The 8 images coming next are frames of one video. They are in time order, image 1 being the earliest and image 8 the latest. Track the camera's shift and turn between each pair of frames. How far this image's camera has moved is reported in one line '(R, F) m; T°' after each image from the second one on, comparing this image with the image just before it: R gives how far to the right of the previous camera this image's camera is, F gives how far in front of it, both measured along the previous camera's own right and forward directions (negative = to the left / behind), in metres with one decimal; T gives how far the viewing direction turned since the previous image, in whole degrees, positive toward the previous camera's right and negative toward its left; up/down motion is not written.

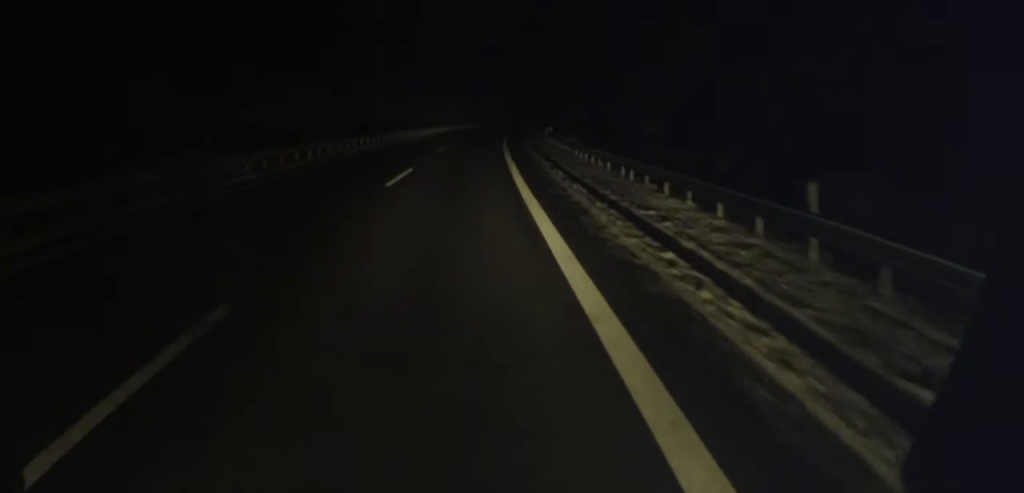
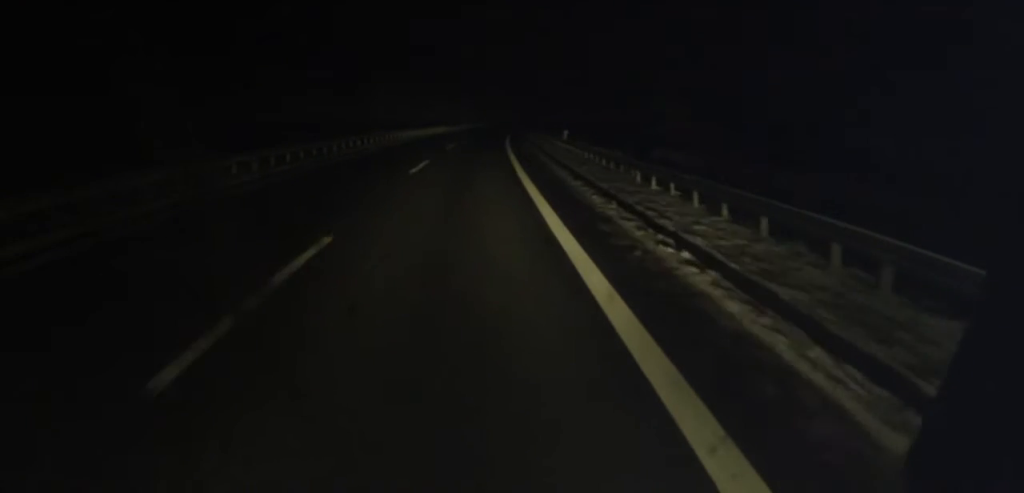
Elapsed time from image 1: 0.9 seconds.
(-0.1, +14.1) m; +1°
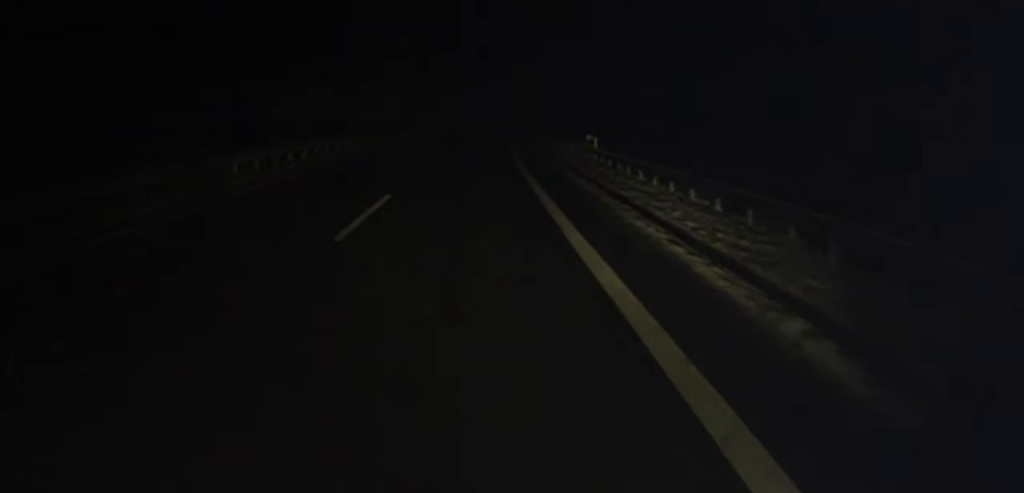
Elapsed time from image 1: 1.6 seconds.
(+0.1, +12.3) m; +2°
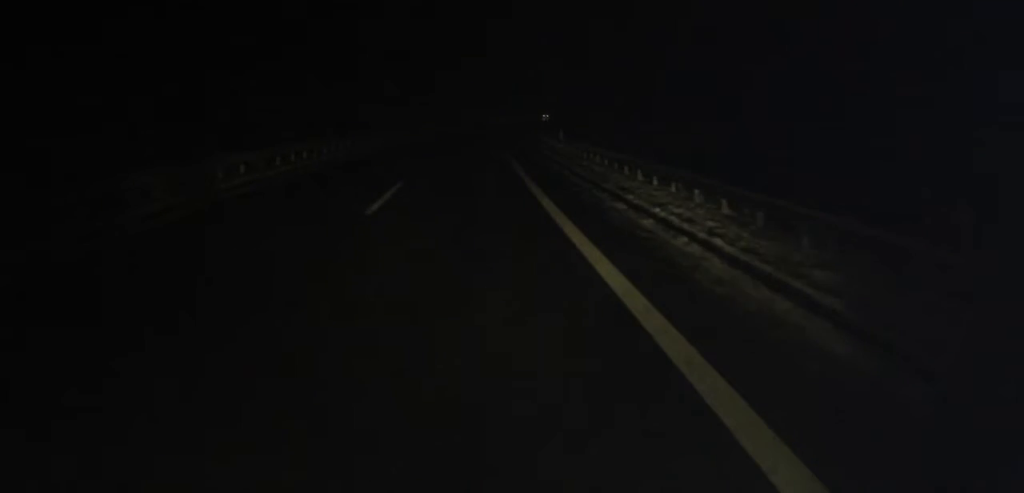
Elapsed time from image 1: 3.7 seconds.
(+0.6, +32.7) m; 0°
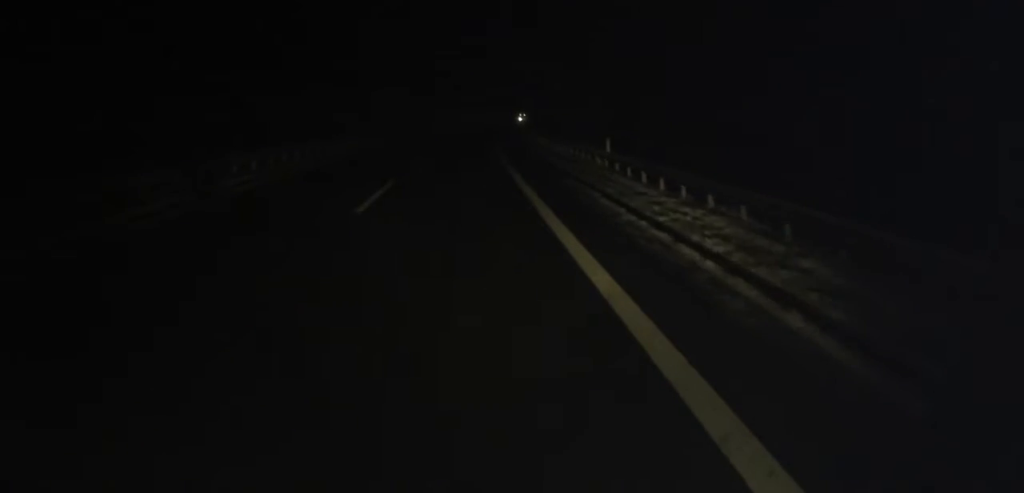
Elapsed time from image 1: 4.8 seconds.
(0.0, +17.9) m; +2°
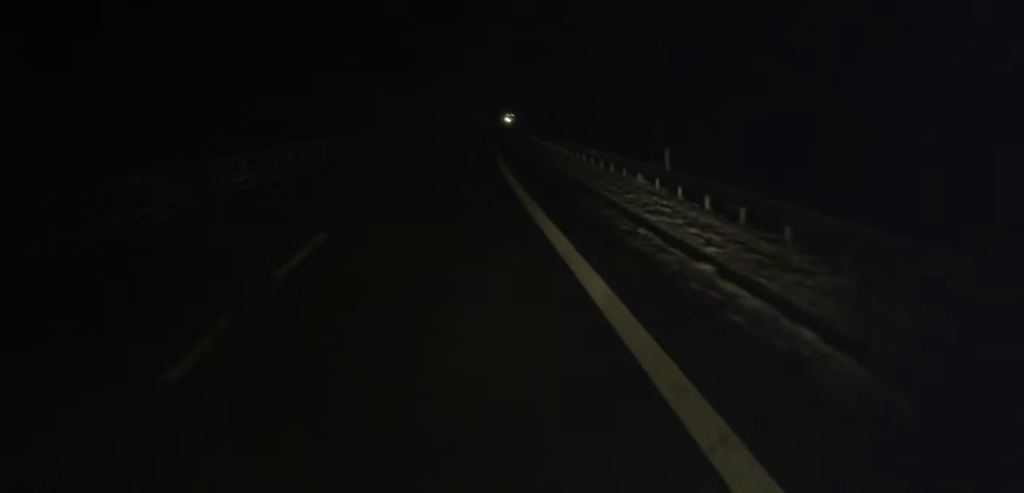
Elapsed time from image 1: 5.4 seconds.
(0.0, +8.4) m; +2°
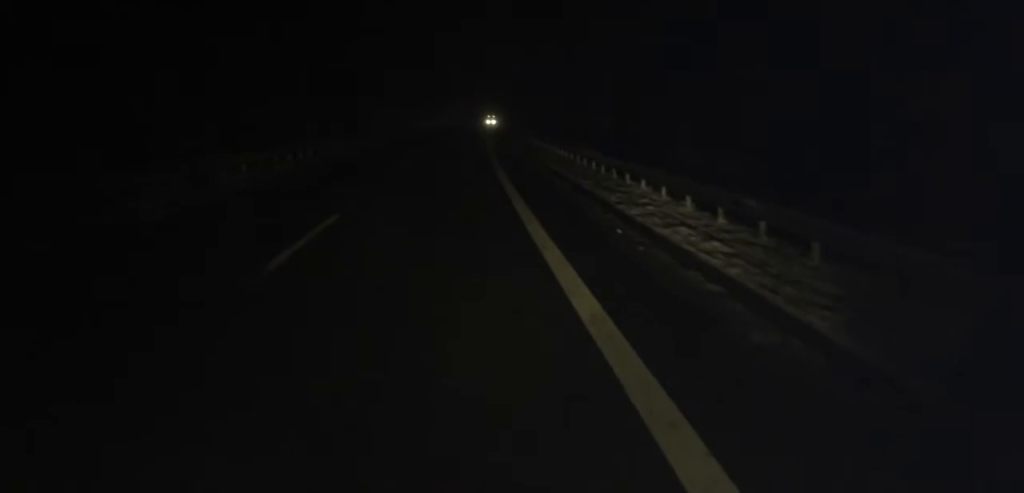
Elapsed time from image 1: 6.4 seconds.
(+0.6, +15.4) m; +2°
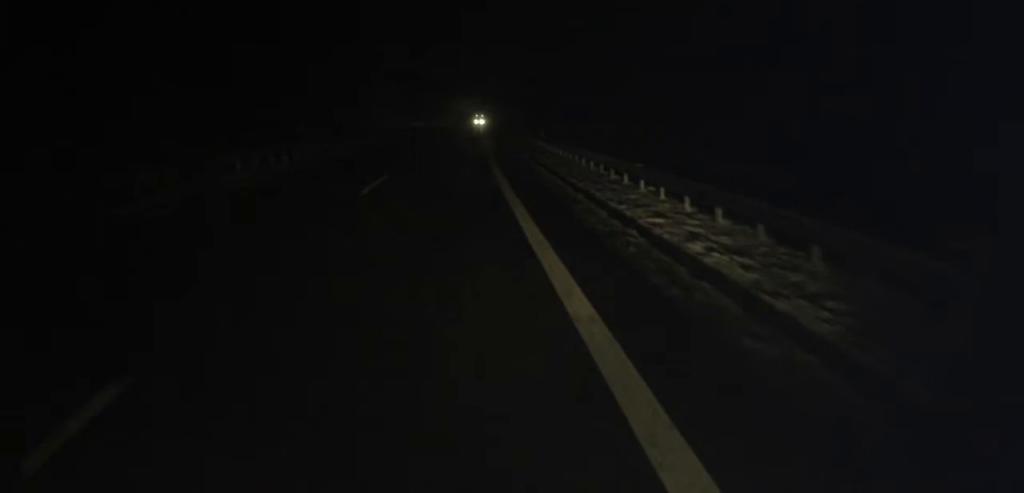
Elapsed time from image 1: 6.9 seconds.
(0.0, +8.2) m; 0°
